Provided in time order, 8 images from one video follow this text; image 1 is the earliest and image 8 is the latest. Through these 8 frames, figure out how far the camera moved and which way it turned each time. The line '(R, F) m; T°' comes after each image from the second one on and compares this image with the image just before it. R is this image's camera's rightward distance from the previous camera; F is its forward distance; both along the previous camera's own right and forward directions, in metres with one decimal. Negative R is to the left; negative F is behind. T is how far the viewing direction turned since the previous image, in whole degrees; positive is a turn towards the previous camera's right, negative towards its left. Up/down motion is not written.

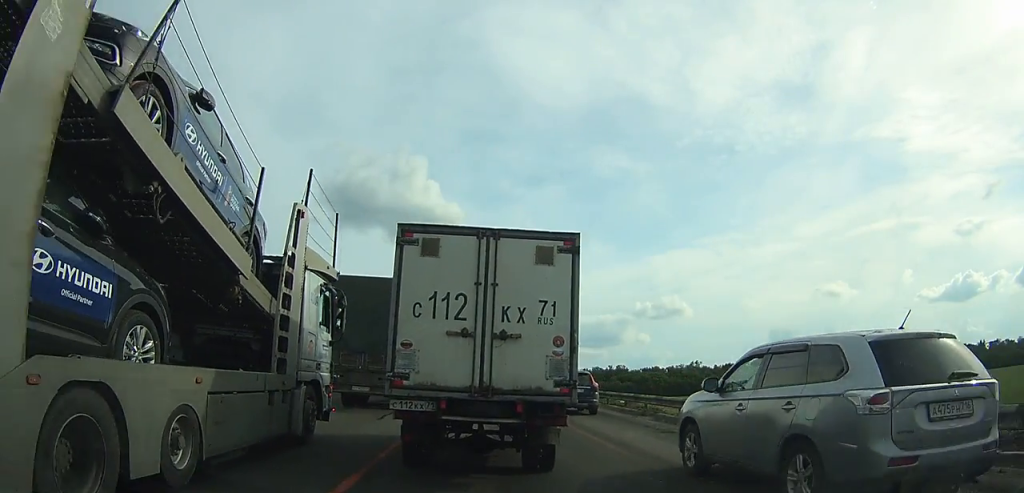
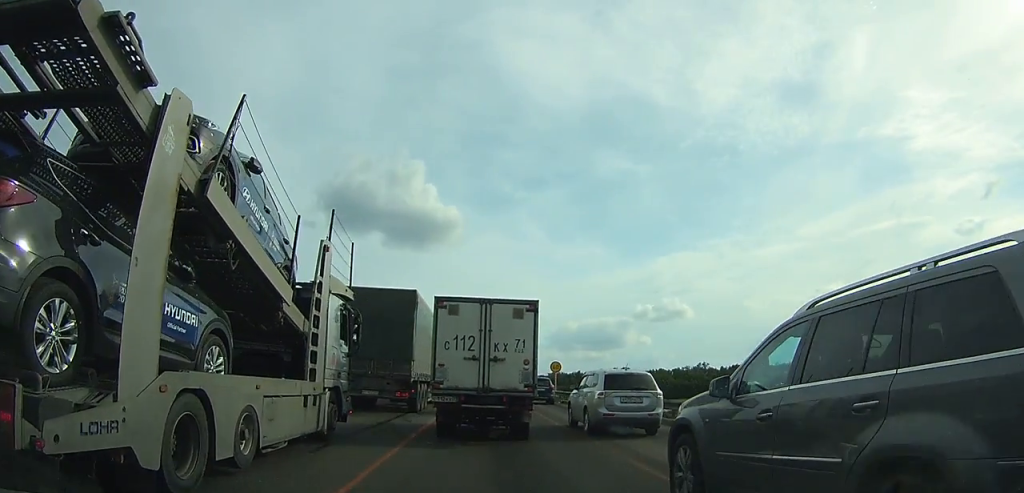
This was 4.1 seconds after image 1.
(-0.1, +5.8) m; +2°
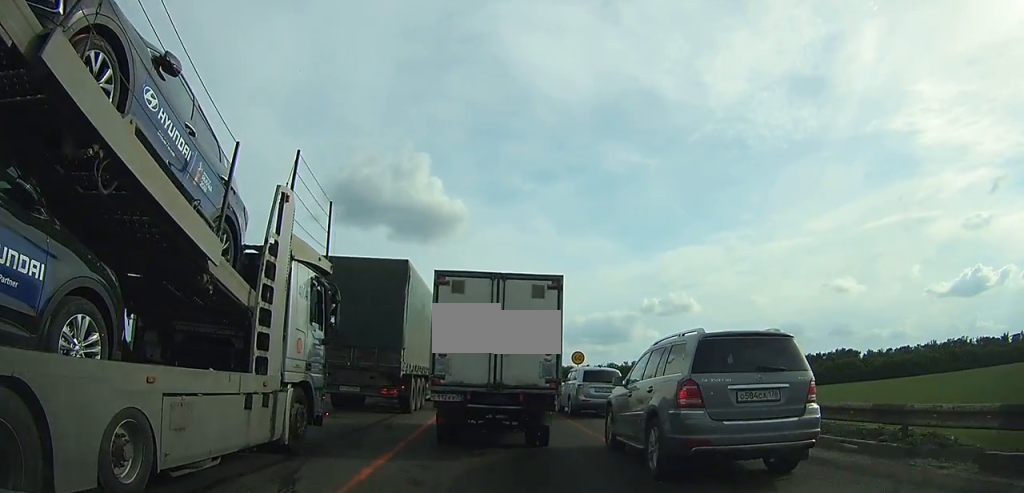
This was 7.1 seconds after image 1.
(+0.2, +5.4) m; +4°
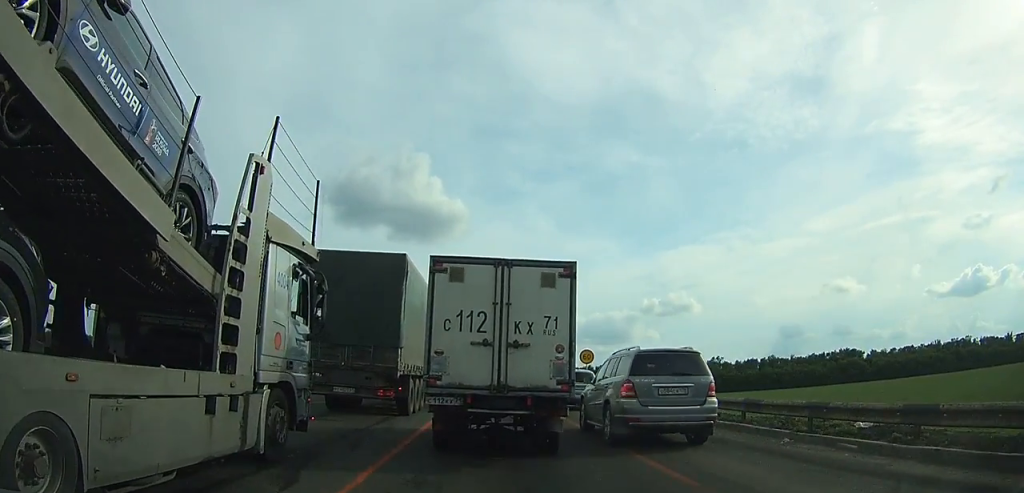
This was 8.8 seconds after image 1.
(+0.1, +3.4) m; 0°
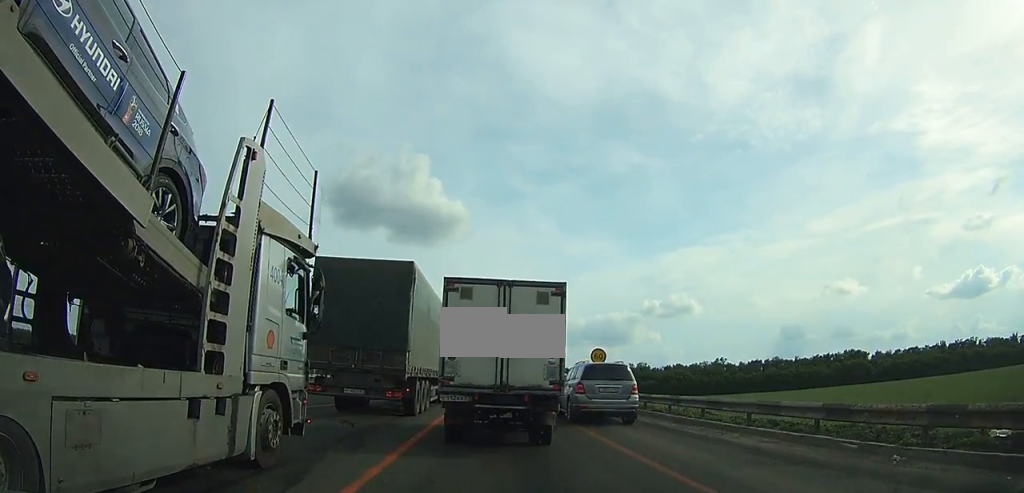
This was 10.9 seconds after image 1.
(+0.1, +4.5) m; -1°
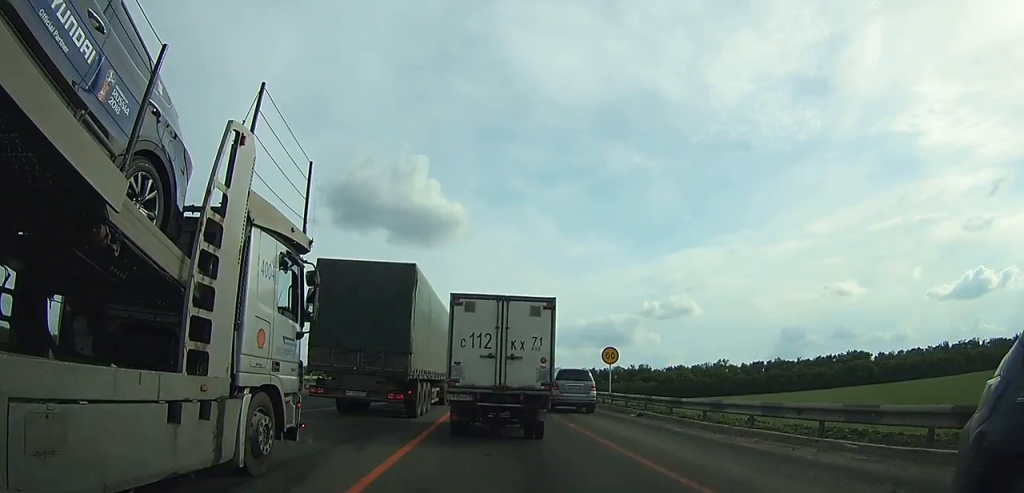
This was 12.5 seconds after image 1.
(-0.2, +4.0) m; -1°
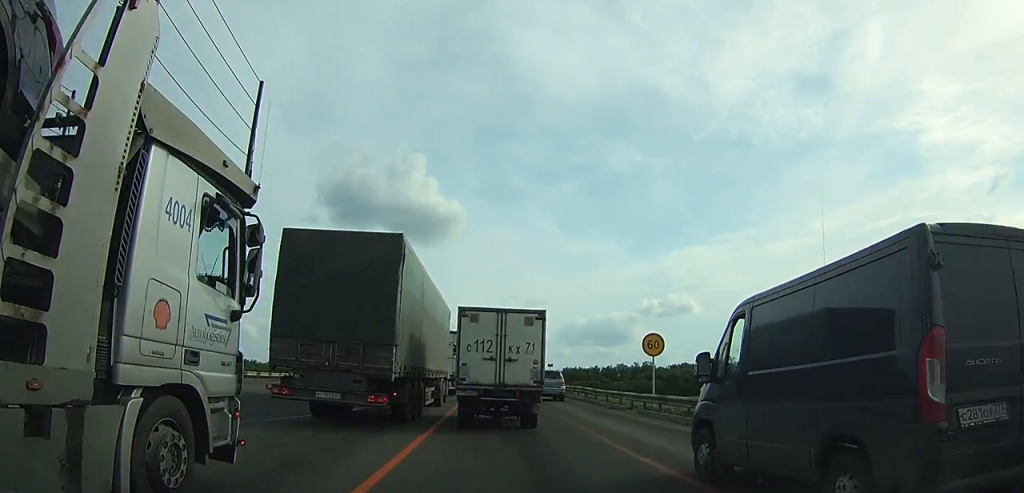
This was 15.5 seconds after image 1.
(-0.1, +8.4) m; 0°
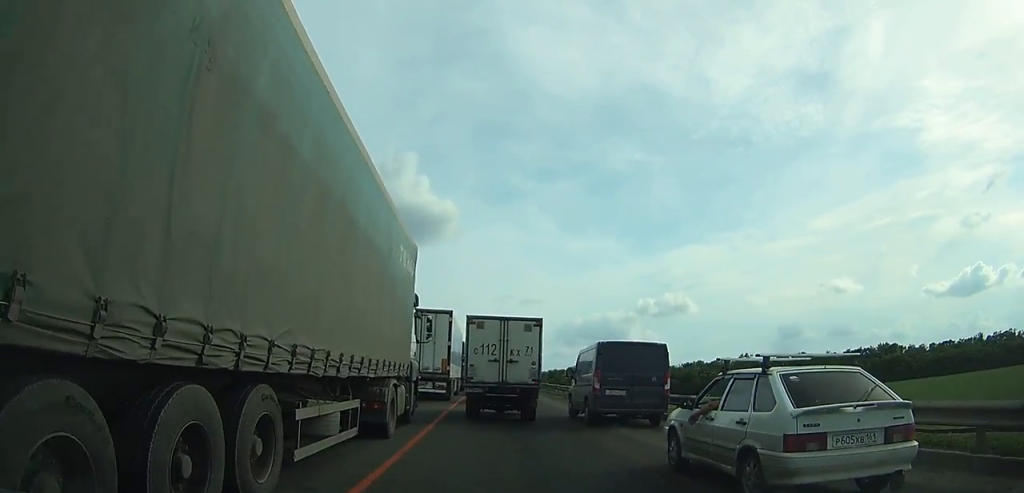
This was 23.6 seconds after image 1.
(+0.7, +25.0) m; +3°
